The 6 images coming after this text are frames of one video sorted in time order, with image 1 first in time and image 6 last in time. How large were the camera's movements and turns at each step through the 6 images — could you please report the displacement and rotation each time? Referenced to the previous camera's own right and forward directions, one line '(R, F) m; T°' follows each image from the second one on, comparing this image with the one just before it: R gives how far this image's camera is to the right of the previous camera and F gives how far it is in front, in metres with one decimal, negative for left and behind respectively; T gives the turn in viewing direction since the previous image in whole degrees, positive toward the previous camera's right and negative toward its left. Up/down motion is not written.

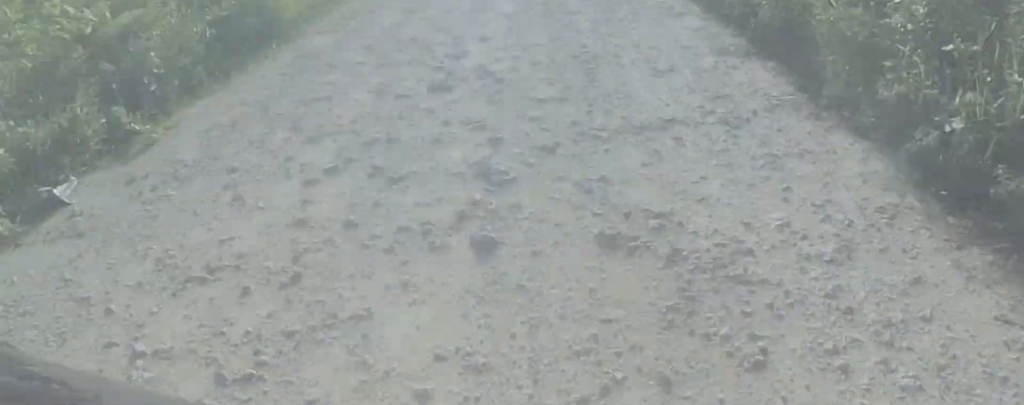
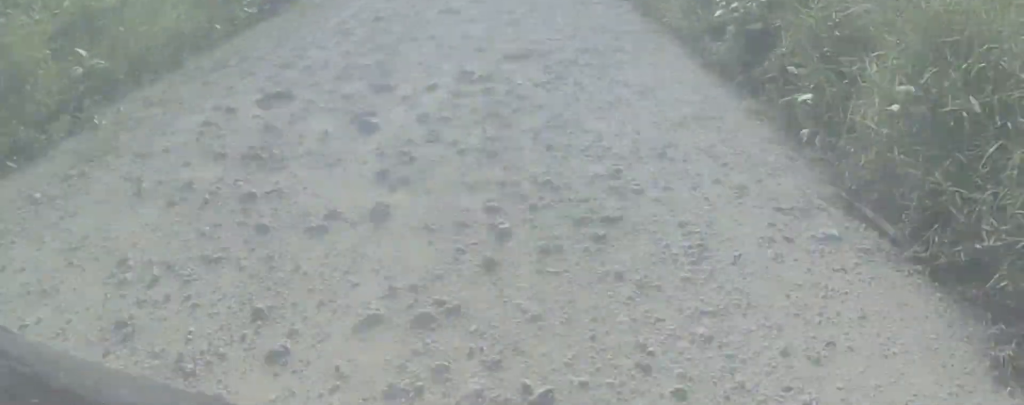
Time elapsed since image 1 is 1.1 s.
(-1.0, +10.9) m; 0°
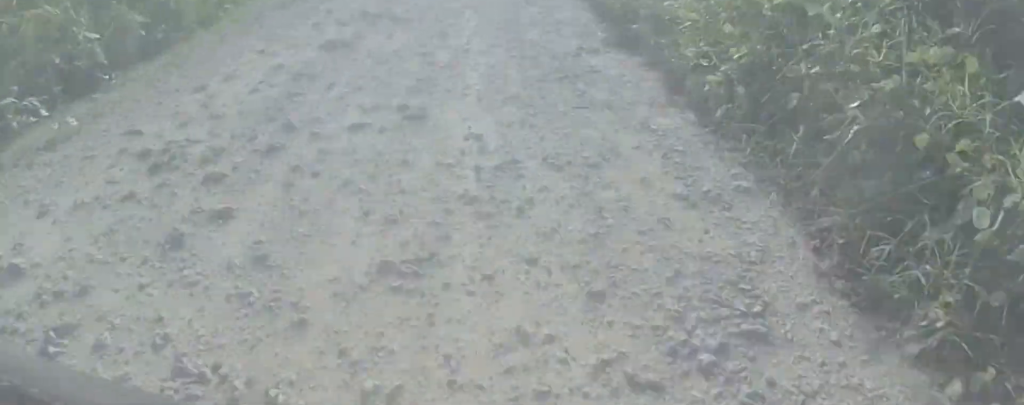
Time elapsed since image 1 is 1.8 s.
(+0.9, +7.3) m; +1°
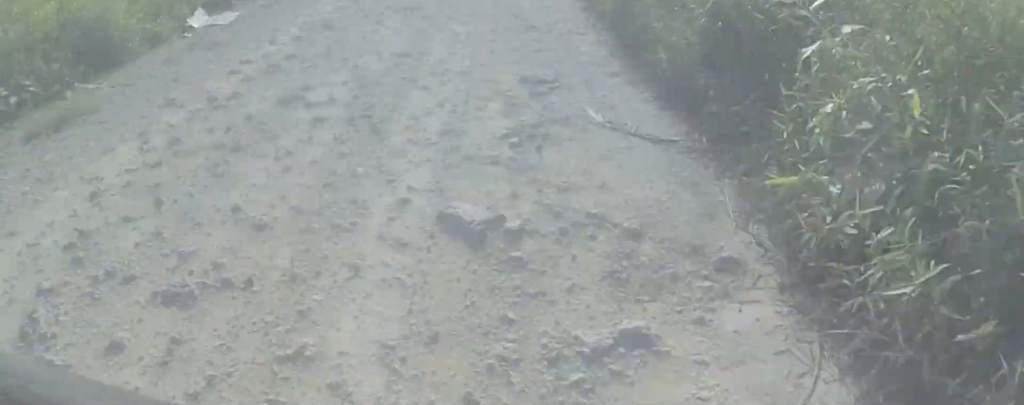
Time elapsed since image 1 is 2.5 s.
(-0.5, +6.1) m; -2°
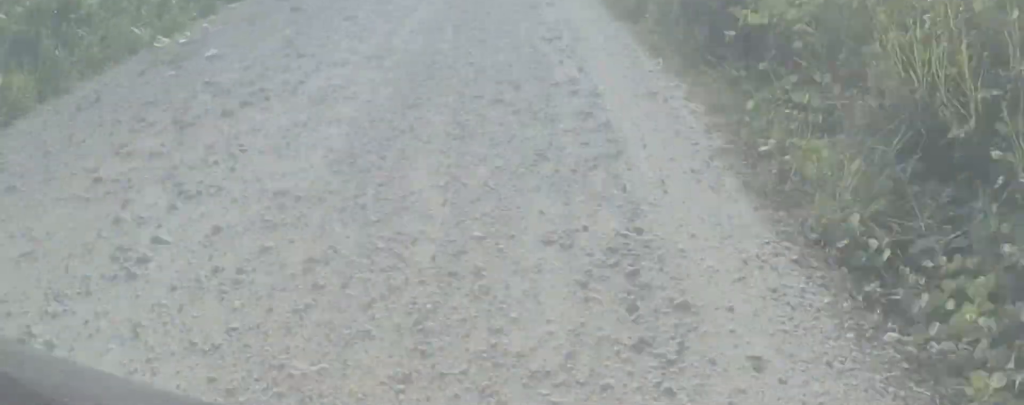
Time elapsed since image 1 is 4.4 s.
(-0.7, +17.8) m; 0°
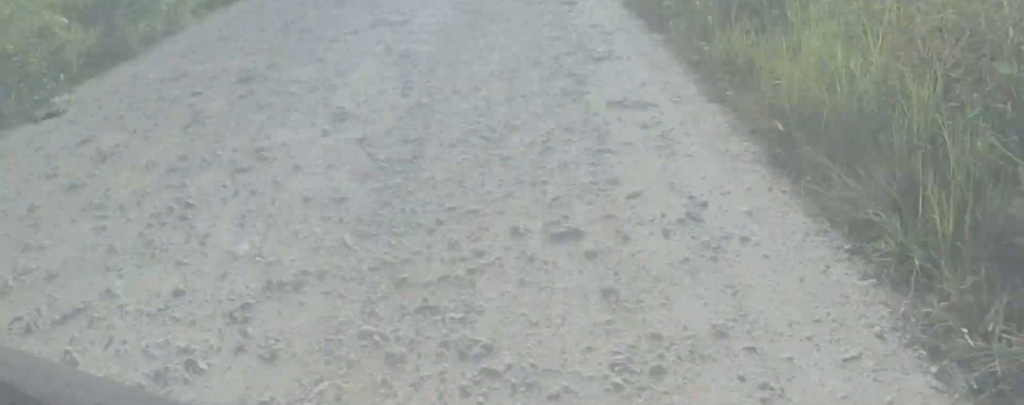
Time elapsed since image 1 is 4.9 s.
(-0.4, +5.4) m; +3°
